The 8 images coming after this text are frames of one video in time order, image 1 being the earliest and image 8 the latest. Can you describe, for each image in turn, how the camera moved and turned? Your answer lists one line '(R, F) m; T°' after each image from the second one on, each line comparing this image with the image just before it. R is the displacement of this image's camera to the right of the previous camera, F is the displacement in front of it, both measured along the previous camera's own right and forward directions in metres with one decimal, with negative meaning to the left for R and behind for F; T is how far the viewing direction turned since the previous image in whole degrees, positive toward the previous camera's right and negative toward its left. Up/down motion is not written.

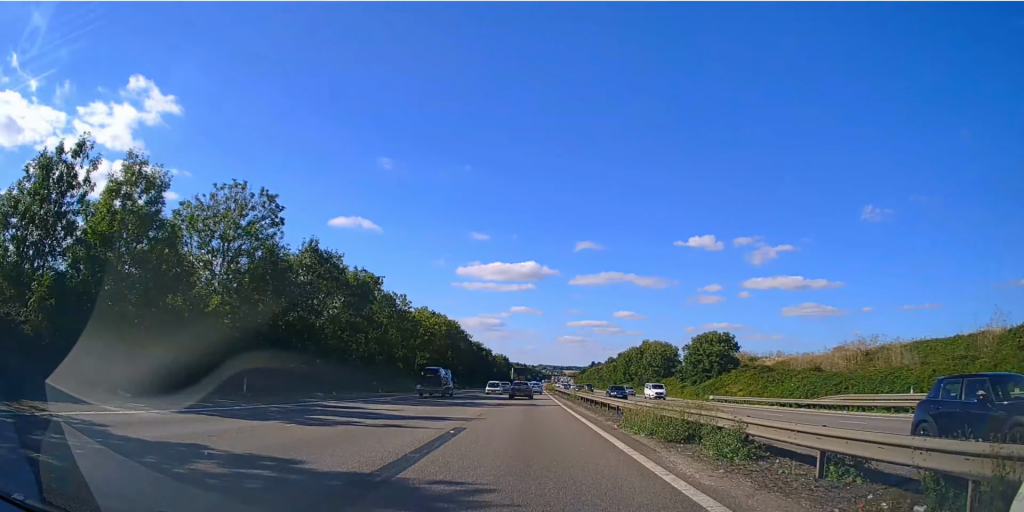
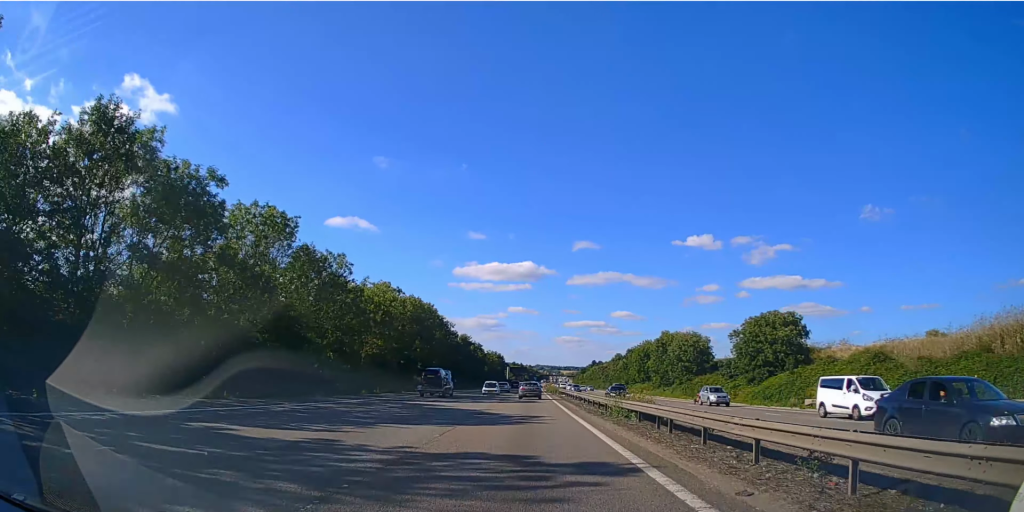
(+0.1, +27.0) m; 0°
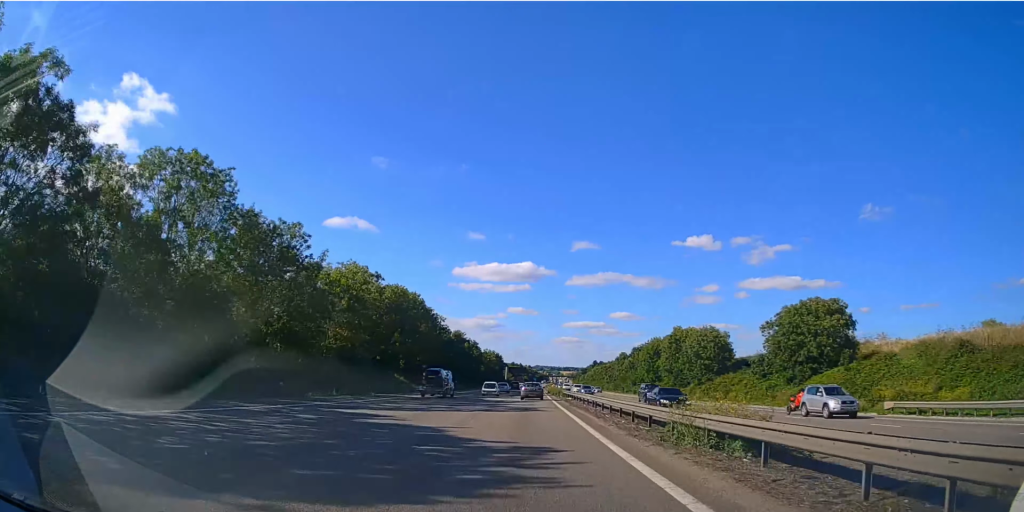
(0.0, +11.7) m; 0°
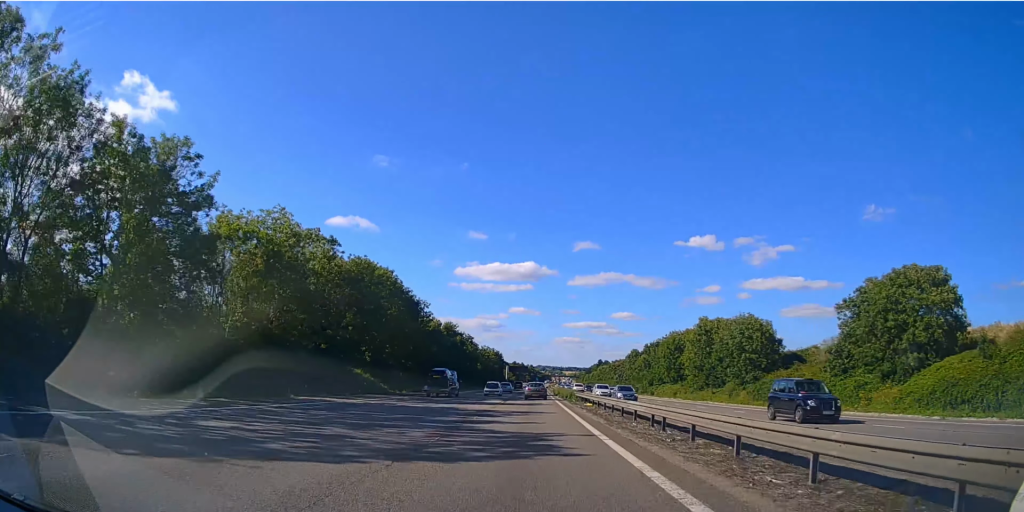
(0.0, +17.0) m; 0°
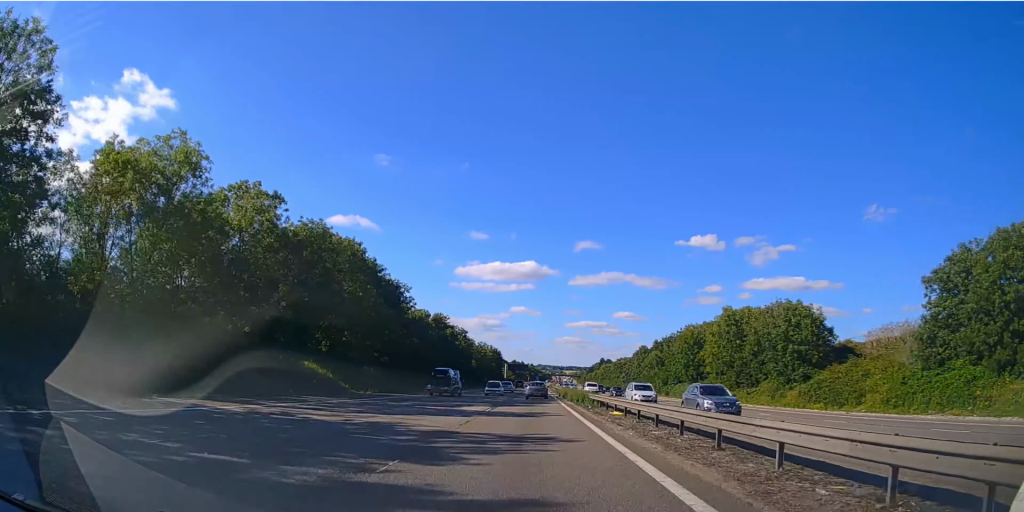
(0.0, +13.4) m; 0°
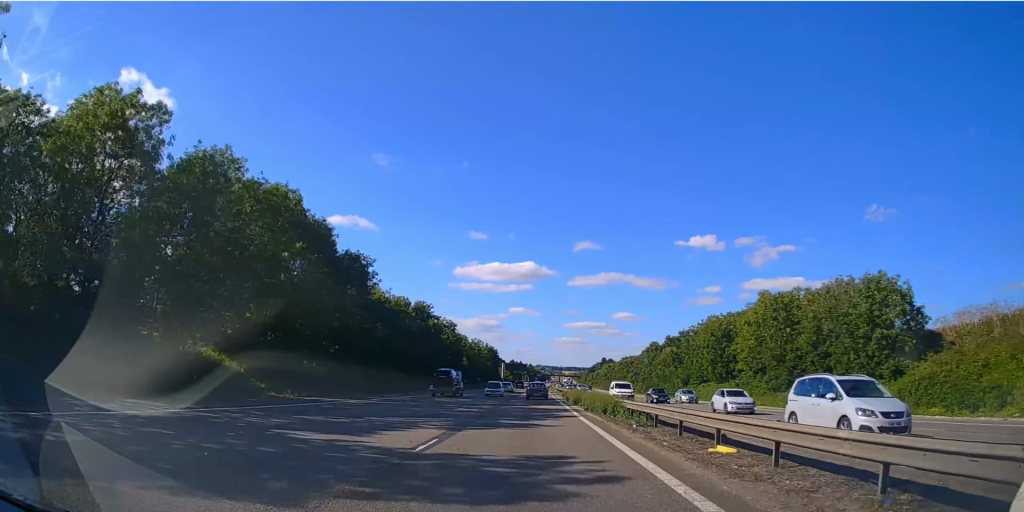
(-0.1, +15.9) m; 0°
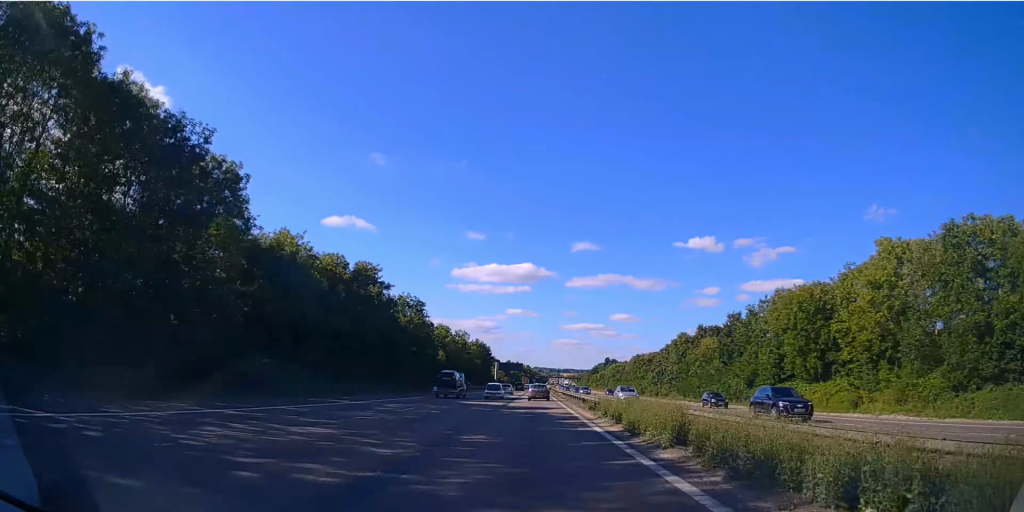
(0.0, +30.0) m; 0°
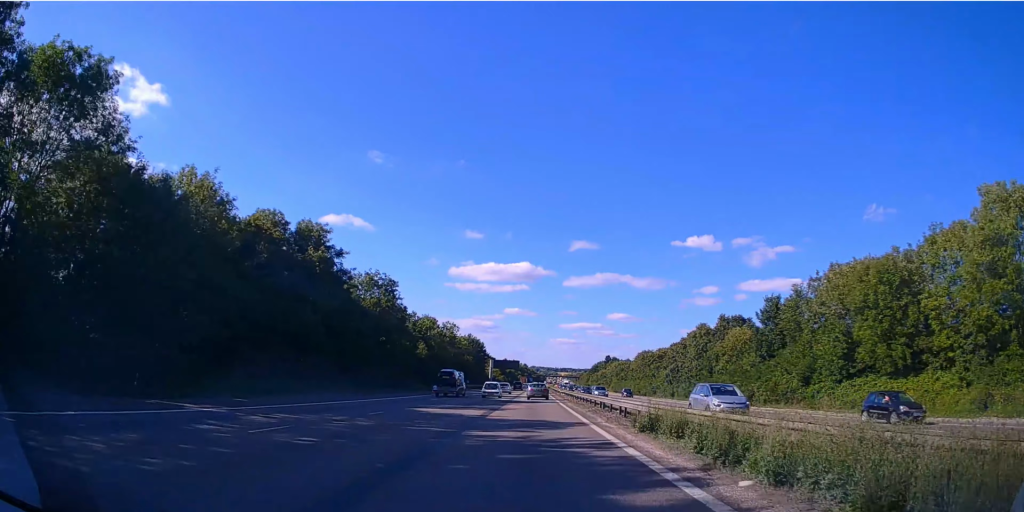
(0.0, +14.1) m; 0°
